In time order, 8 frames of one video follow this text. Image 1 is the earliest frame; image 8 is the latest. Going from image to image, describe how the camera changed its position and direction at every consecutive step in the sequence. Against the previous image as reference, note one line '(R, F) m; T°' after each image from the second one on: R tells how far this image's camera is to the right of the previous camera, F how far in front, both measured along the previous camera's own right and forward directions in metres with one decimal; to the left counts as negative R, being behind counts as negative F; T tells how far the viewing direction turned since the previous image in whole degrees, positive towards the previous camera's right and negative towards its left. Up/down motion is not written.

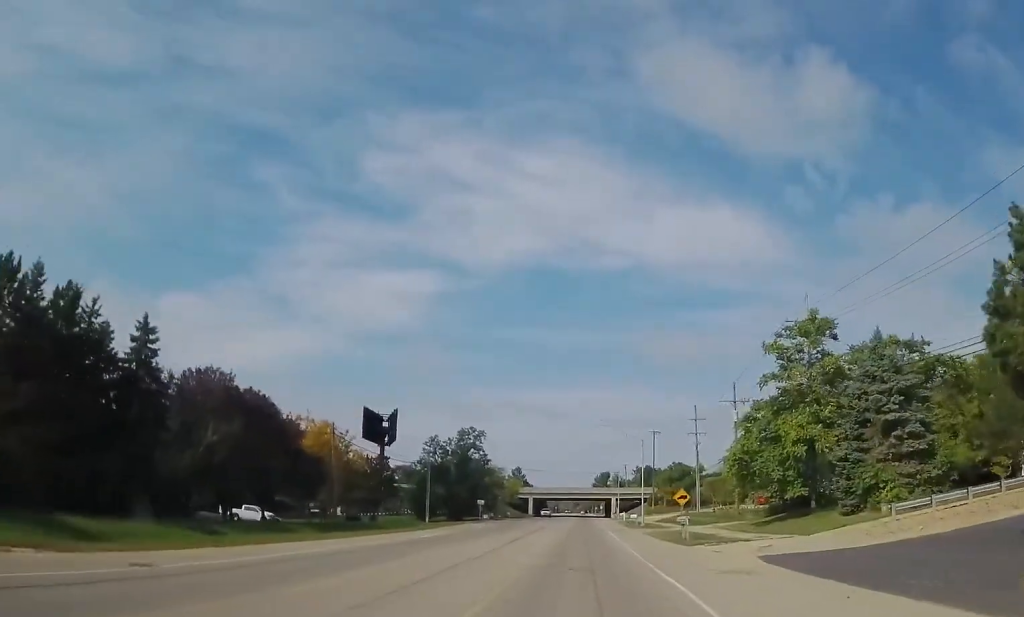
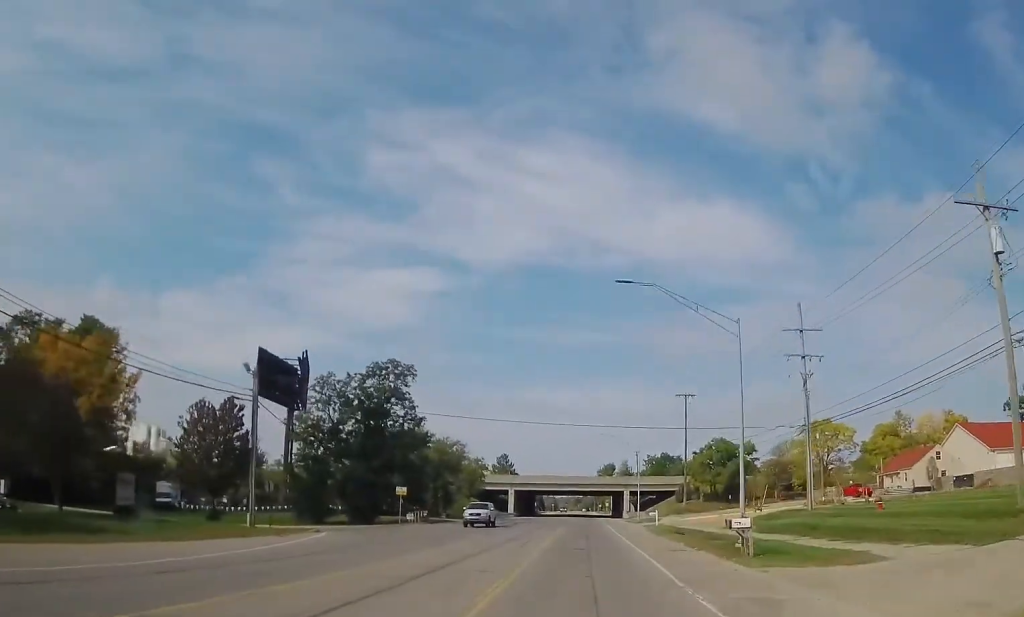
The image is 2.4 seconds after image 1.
(-0.5, +47.4) m; -1°
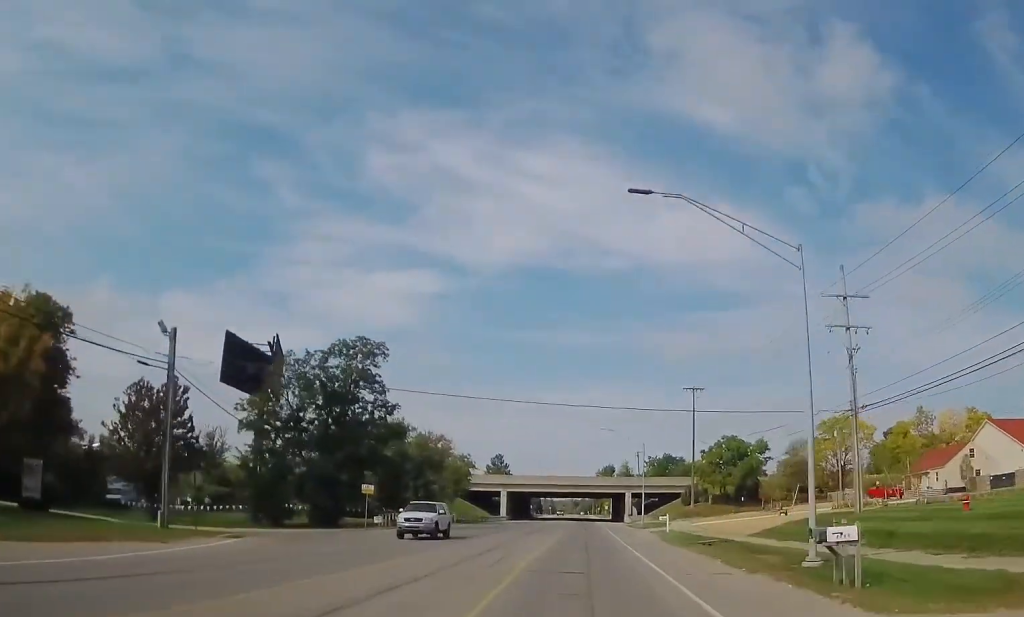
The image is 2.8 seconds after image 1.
(-0.4, +9.1) m; +1°
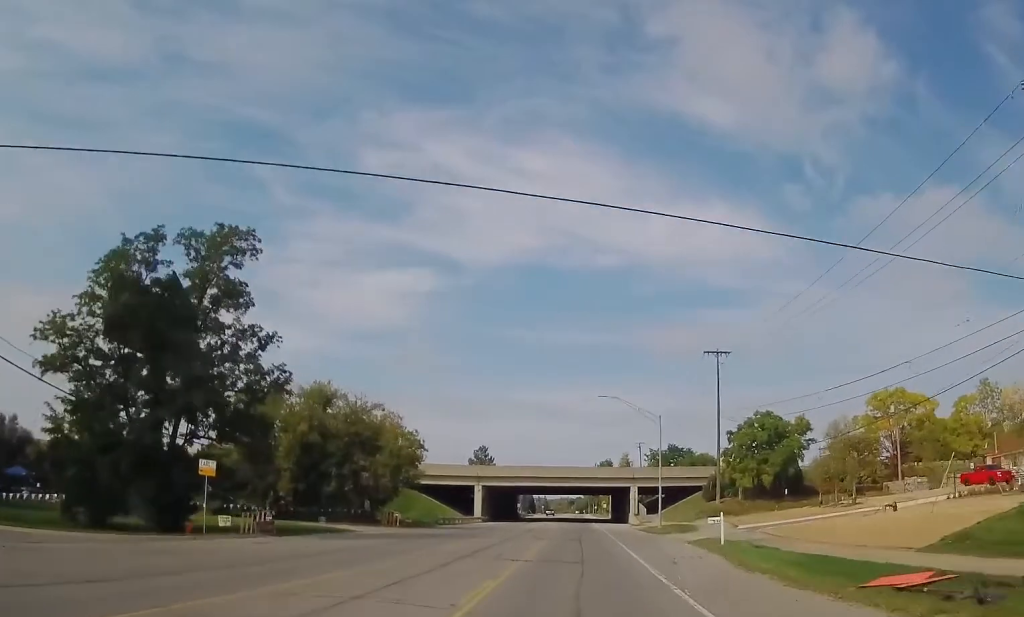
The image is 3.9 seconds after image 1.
(+1.0, +22.1) m; +2°
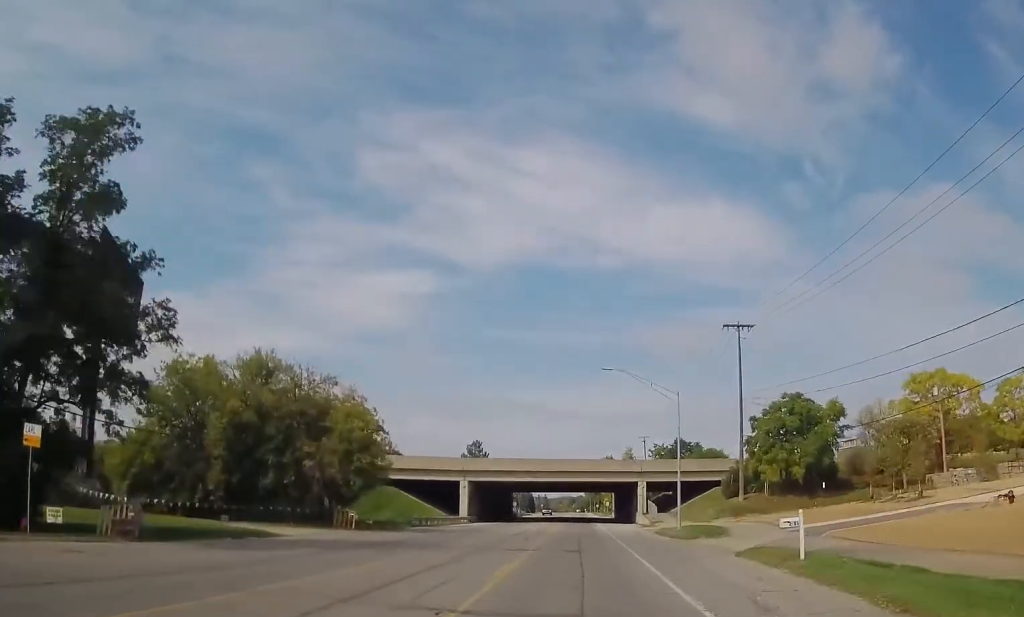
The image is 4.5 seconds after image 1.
(-0.2, +11.1) m; -1°
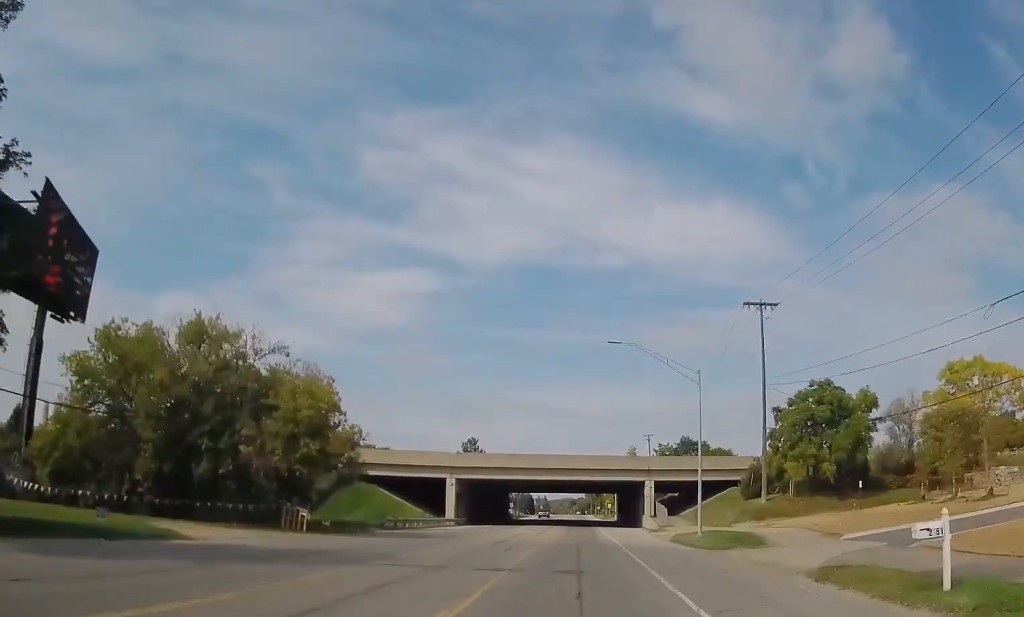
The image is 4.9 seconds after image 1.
(0.0, +8.0) m; -1°
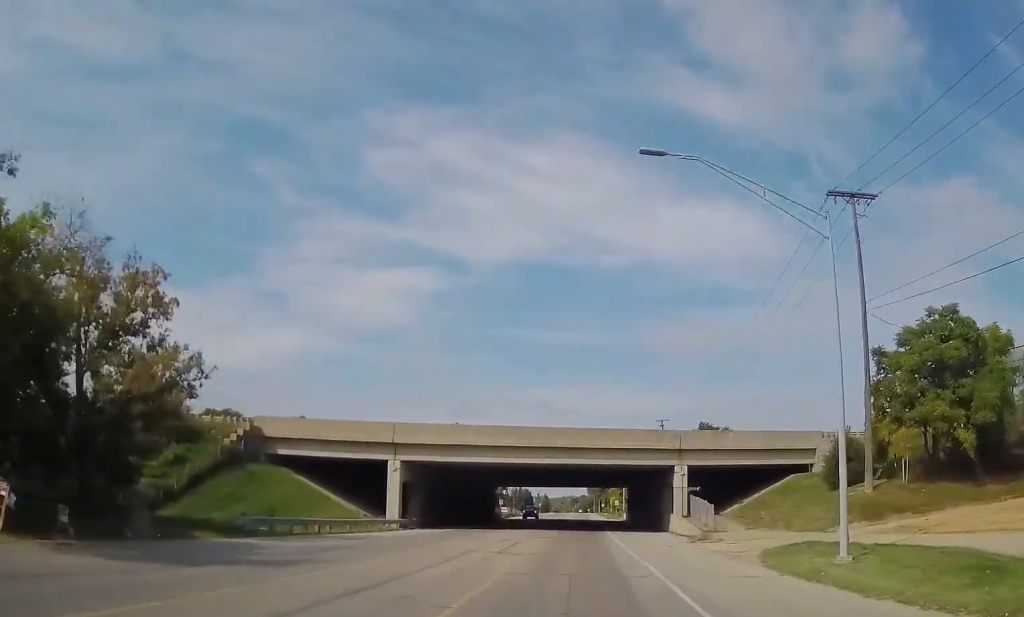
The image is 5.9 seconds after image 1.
(-0.6, +21.5) m; +1°
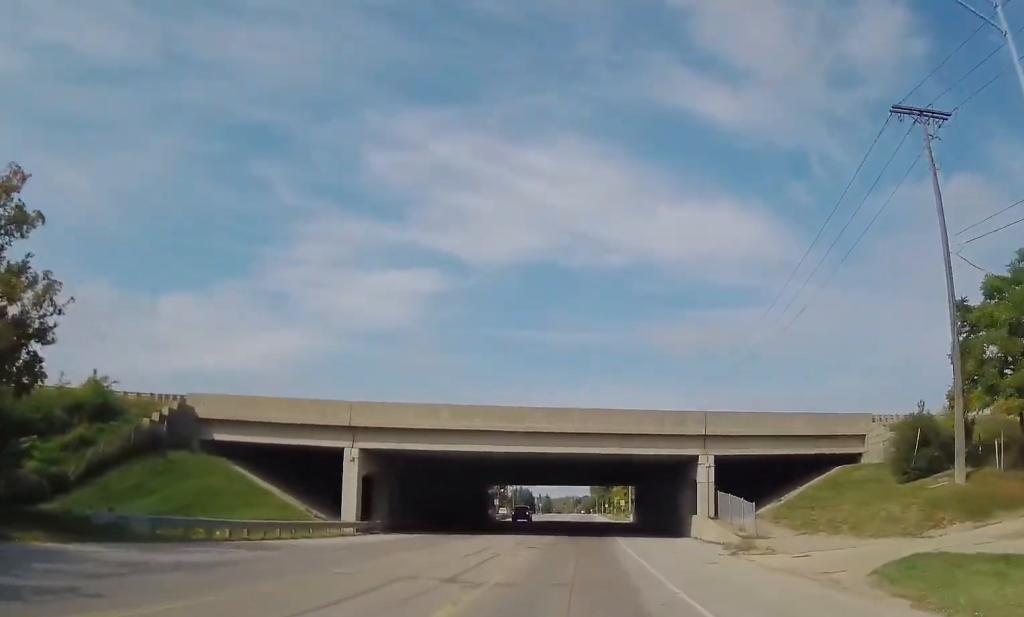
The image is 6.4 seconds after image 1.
(+0.4, +9.5) m; -1°
